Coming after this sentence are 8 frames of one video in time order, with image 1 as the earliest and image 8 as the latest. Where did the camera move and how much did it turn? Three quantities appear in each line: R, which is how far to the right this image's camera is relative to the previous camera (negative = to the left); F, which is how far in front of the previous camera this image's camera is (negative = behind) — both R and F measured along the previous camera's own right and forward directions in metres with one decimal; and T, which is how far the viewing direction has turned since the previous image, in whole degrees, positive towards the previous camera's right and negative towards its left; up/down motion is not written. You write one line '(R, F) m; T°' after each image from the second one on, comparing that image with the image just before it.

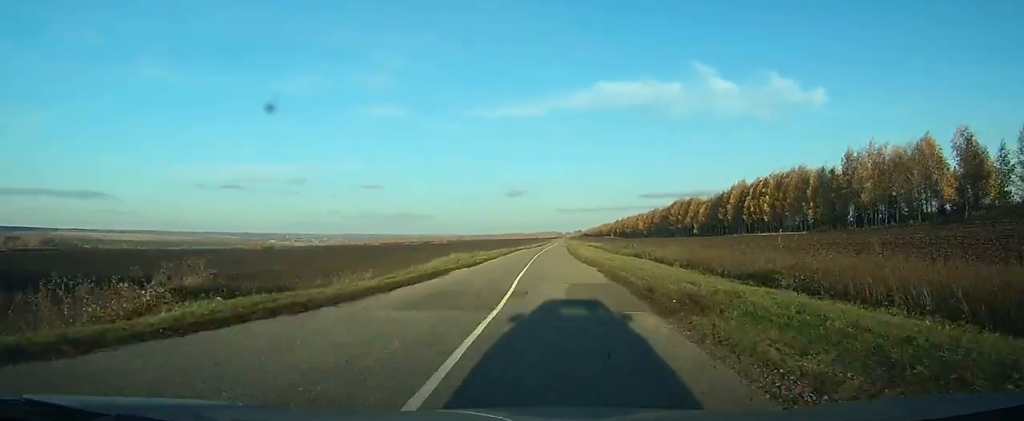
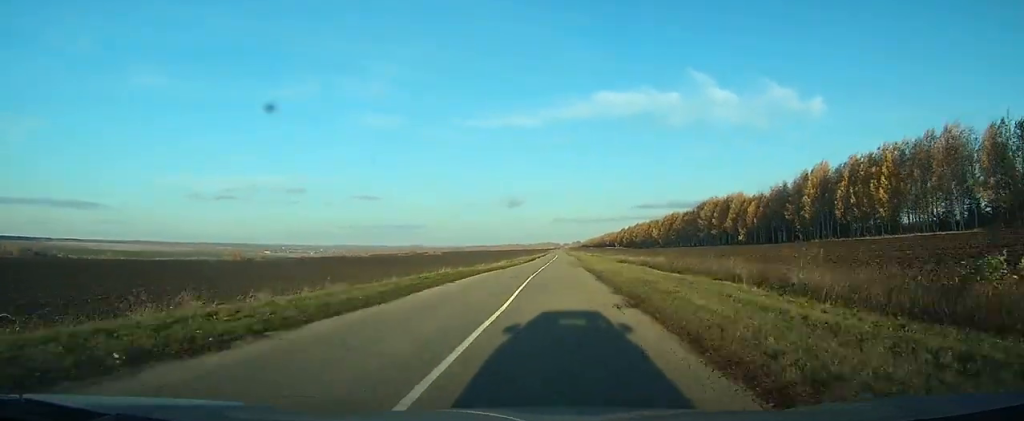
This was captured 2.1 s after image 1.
(-0.1, +51.3) m; +1°
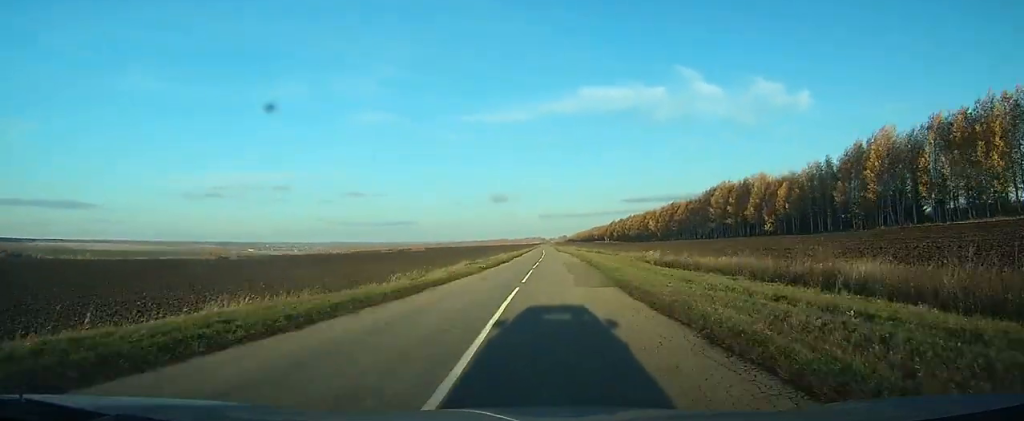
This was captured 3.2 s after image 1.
(+0.3, +27.2) m; 0°
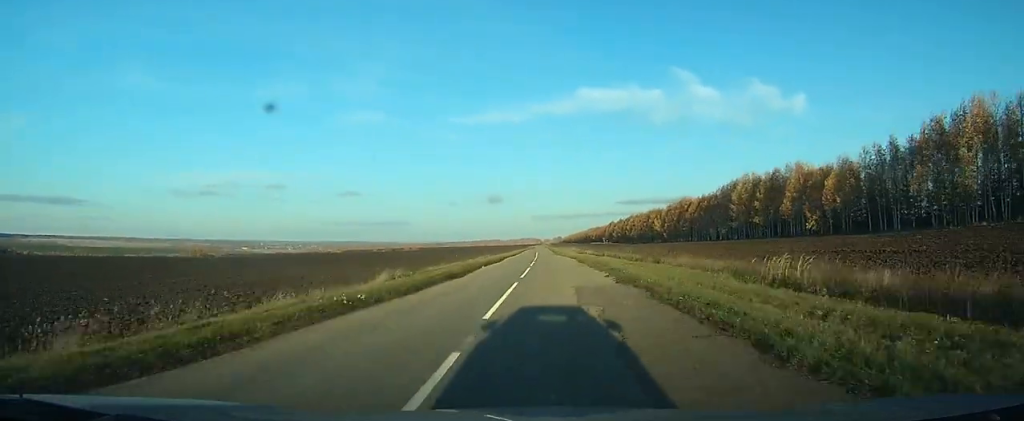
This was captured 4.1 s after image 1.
(+0.1, +22.4) m; 0°
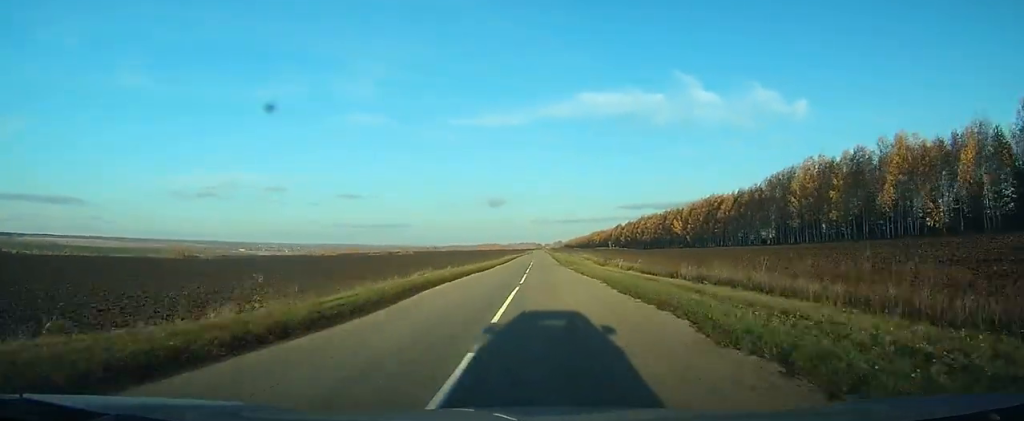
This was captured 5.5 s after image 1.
(0.0, +34.0) m; 0°
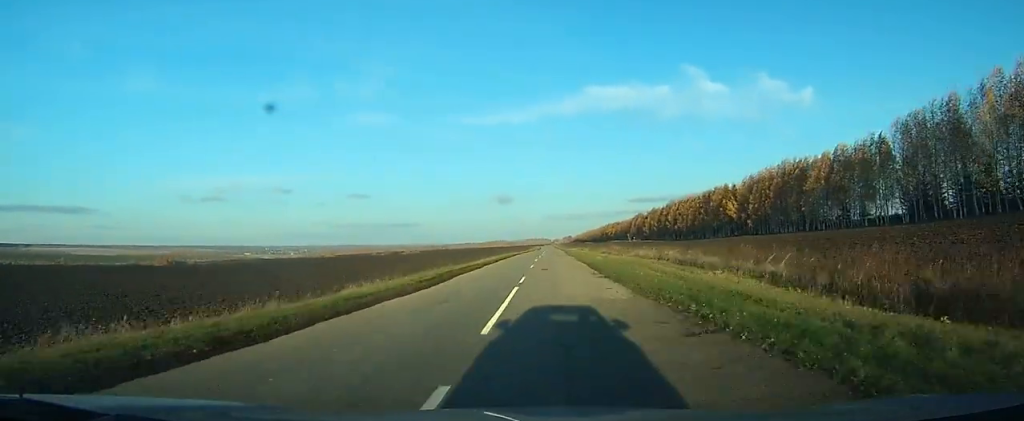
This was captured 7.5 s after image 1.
(-0.2, +50.8) m; 0°
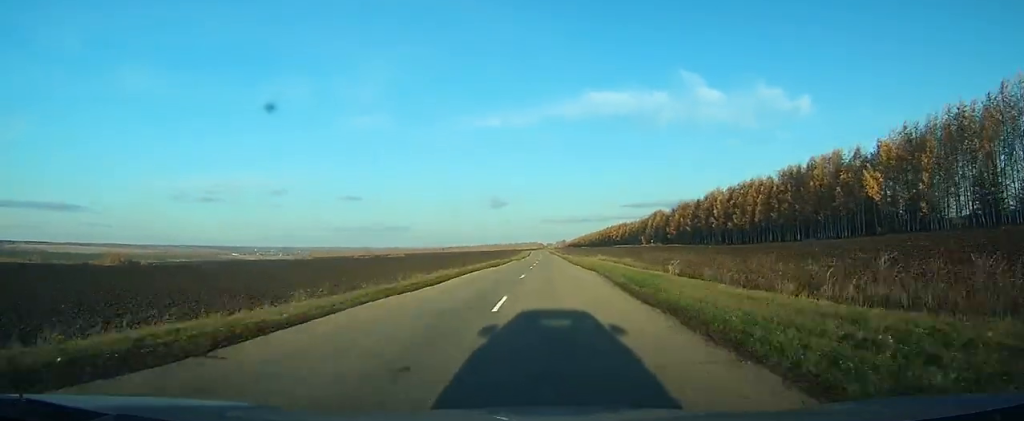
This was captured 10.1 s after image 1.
(+0.1, +70.2) m; 0°
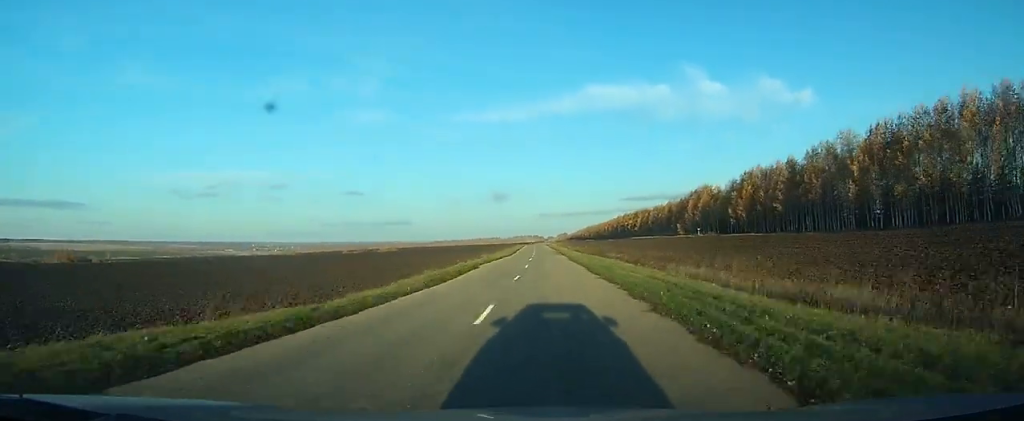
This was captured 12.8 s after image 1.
(-0.1, +70.0) m; -1°
